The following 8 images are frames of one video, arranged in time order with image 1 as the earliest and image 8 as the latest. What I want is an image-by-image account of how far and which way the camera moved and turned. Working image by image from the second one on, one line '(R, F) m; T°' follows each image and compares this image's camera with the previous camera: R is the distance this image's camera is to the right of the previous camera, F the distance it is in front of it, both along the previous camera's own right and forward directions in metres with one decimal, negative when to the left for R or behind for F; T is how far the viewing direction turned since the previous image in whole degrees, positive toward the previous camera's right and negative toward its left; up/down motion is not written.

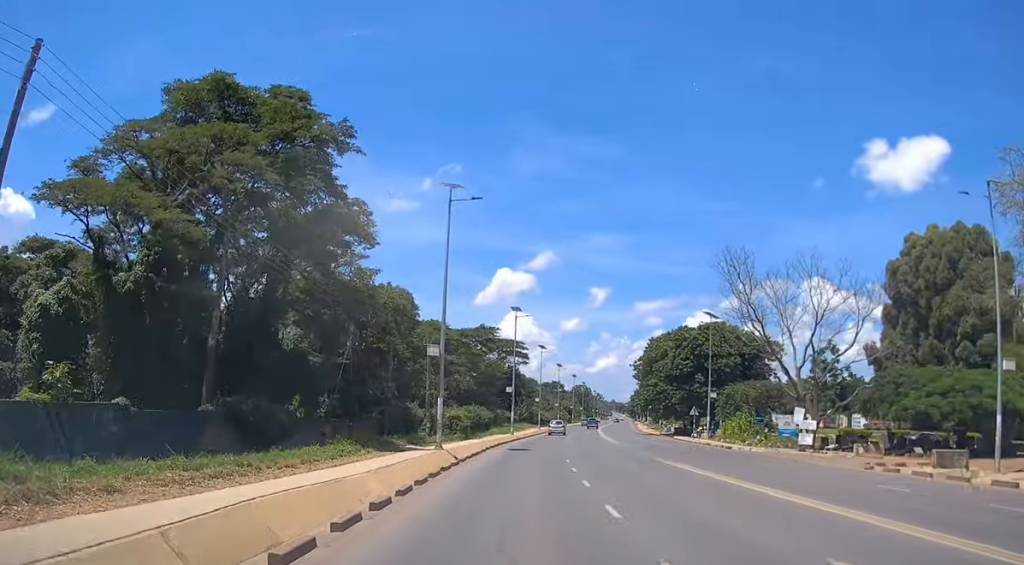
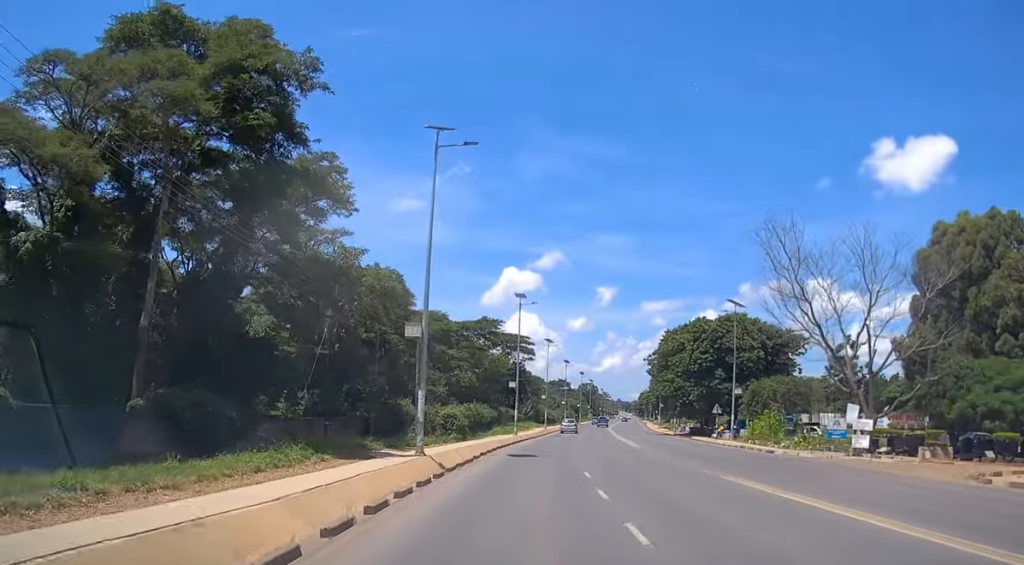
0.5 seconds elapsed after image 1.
(0.0, +6.7) m; 0°
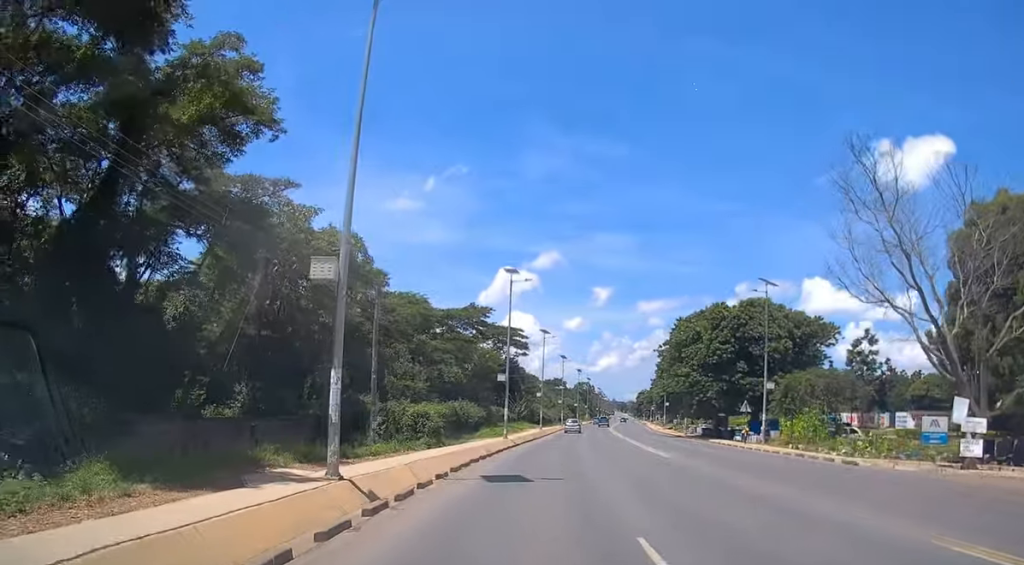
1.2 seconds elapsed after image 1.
(0.0, +10.2) m; +1°
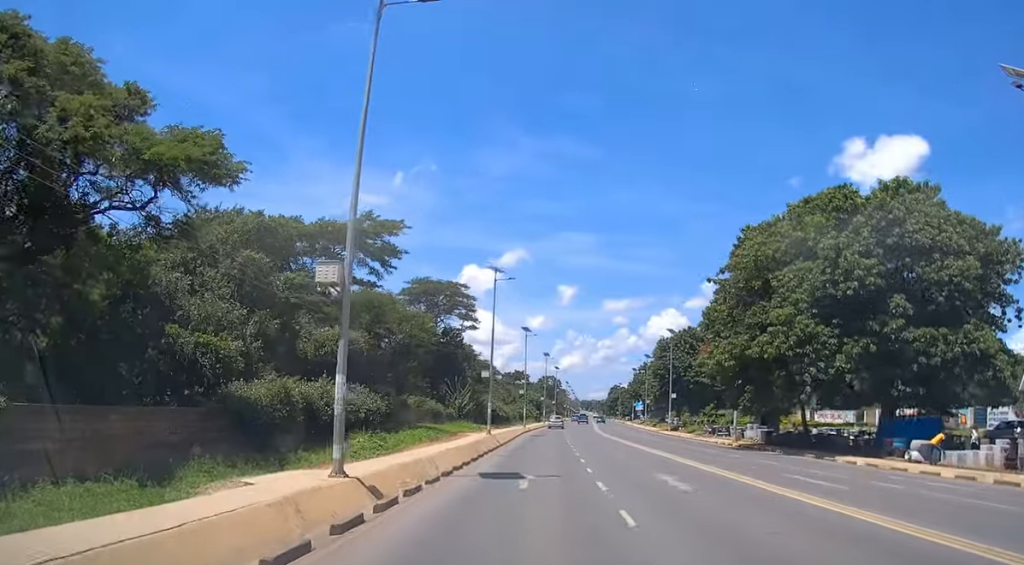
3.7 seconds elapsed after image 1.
(+0.4, +35.6) m; +1°
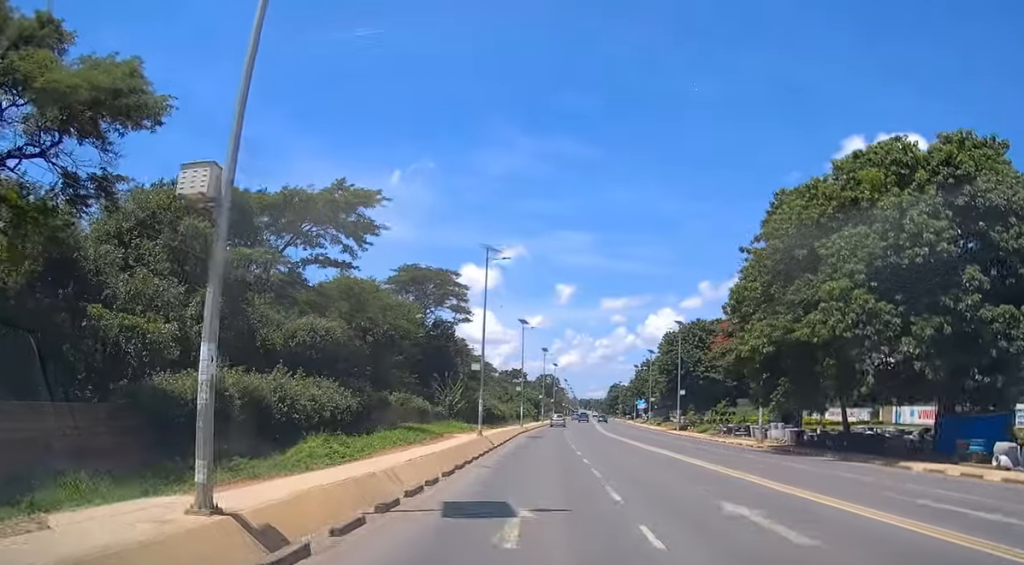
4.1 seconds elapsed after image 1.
(0.0, +6.3) m; 0°
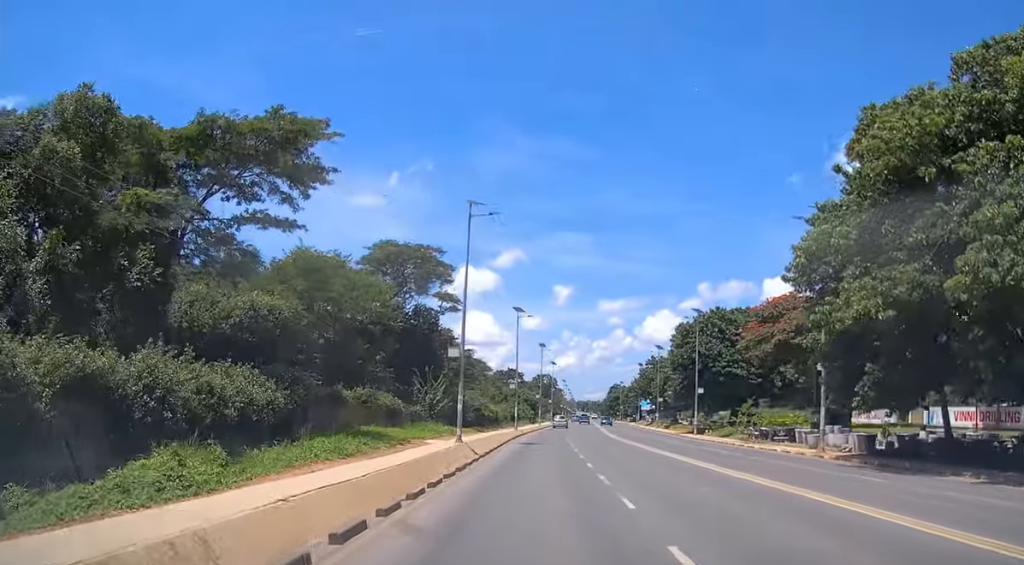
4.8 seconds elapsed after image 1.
(+0.1, +10.5) m; +1°
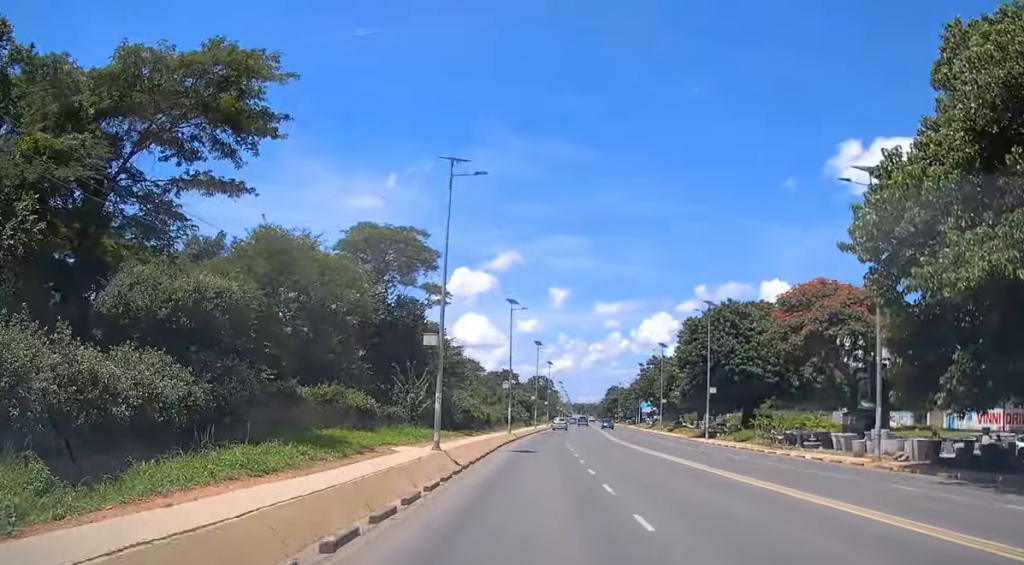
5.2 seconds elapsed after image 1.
(0.0, +6.5) m; +1°
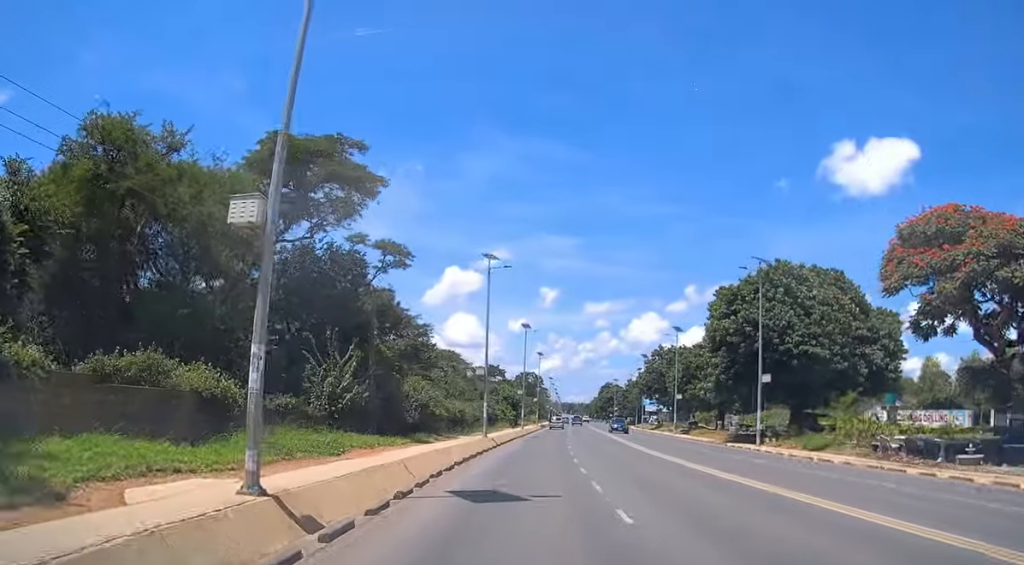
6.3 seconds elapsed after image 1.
(+0.2, +17.8) m; +1°
